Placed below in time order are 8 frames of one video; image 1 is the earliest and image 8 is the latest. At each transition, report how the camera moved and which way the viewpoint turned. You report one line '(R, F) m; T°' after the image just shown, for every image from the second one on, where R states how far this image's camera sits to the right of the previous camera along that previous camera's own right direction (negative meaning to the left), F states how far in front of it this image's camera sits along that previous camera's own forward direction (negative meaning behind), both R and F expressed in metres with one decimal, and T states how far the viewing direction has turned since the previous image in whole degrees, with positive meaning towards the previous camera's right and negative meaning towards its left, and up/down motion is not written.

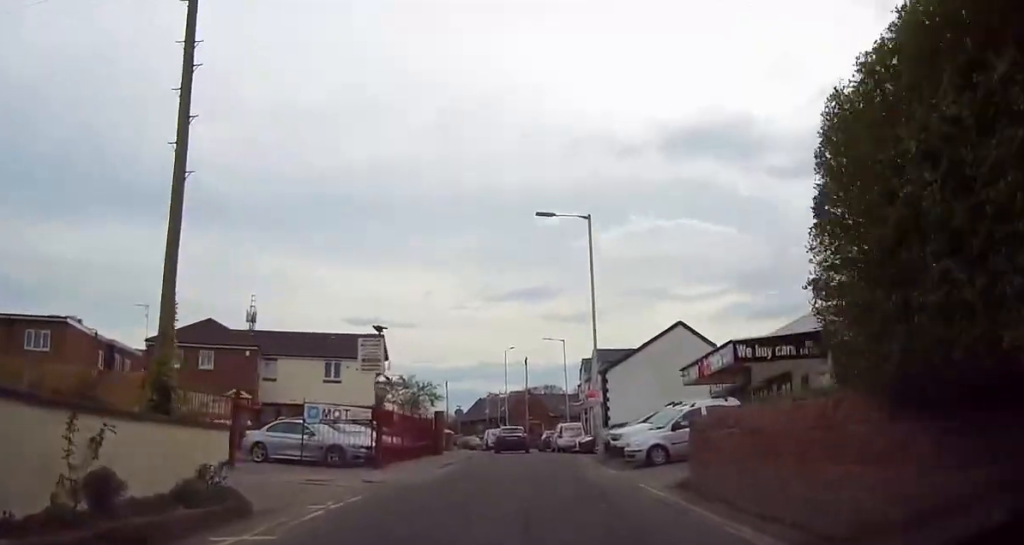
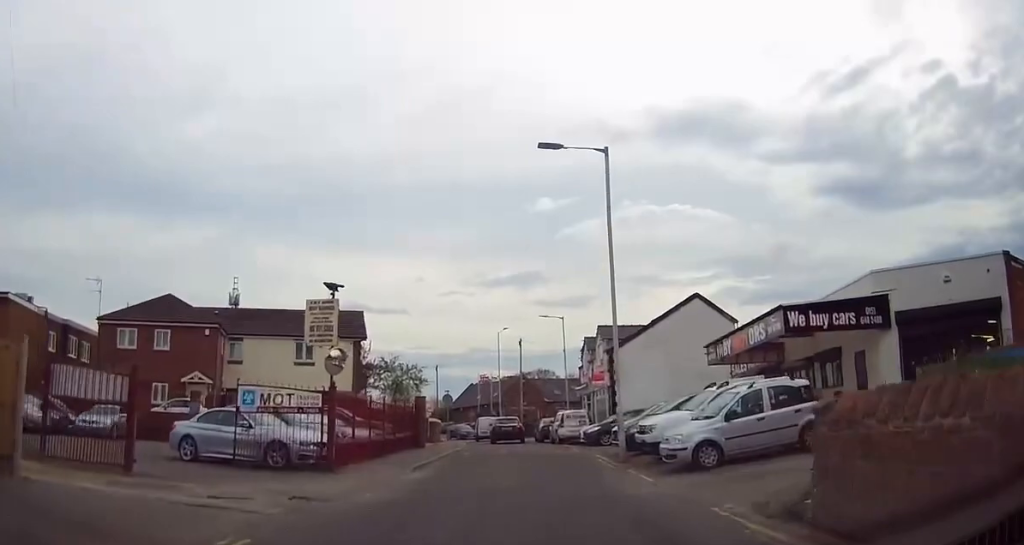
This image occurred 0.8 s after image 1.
(0.0, +4.7) m; 0°
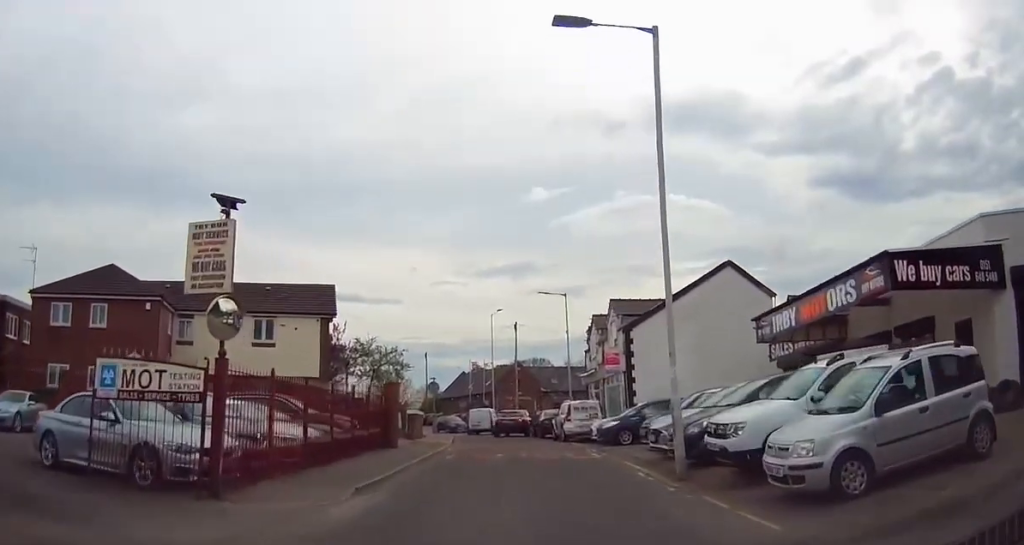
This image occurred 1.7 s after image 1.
(0.0, +5.8) m; 0°
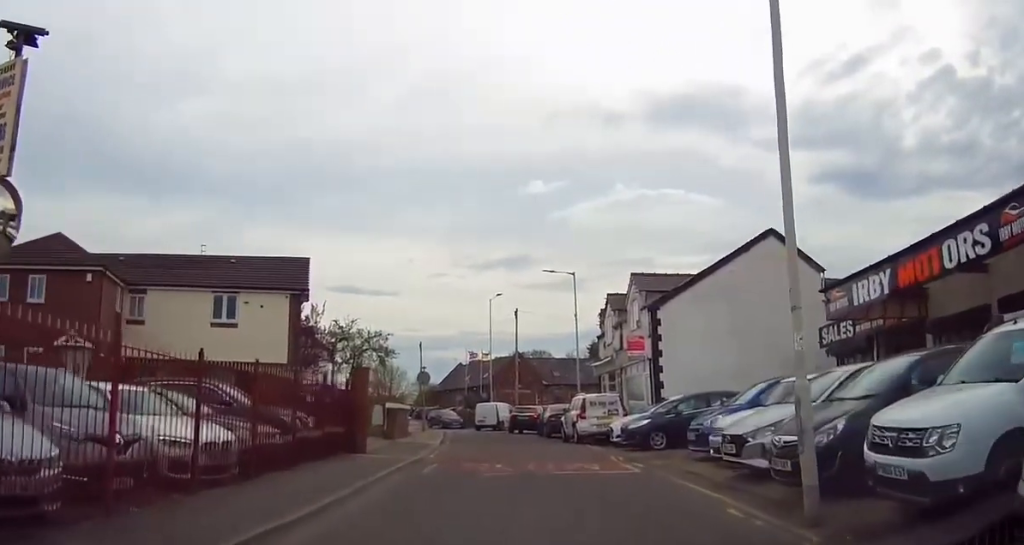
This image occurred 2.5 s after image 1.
(0.0, +4.8) m; 0°
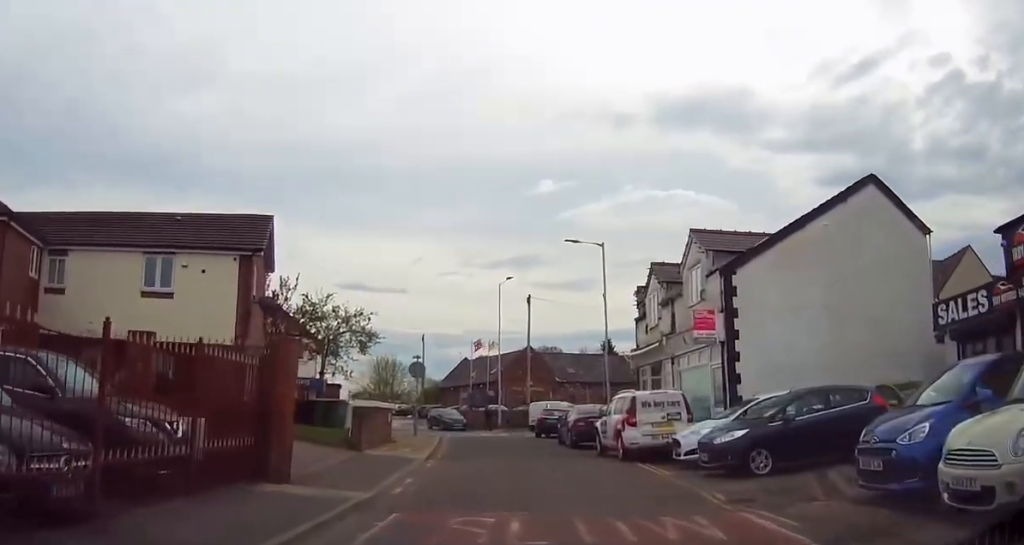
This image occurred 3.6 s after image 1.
(0.0, +6.6) m; +1°
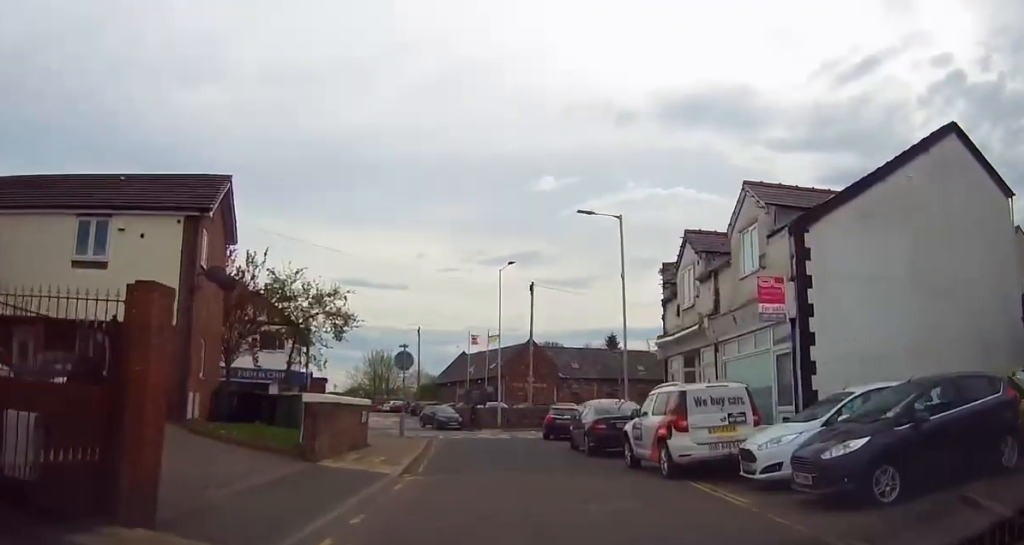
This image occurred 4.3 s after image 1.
(0.0, +3.9) m; +1°
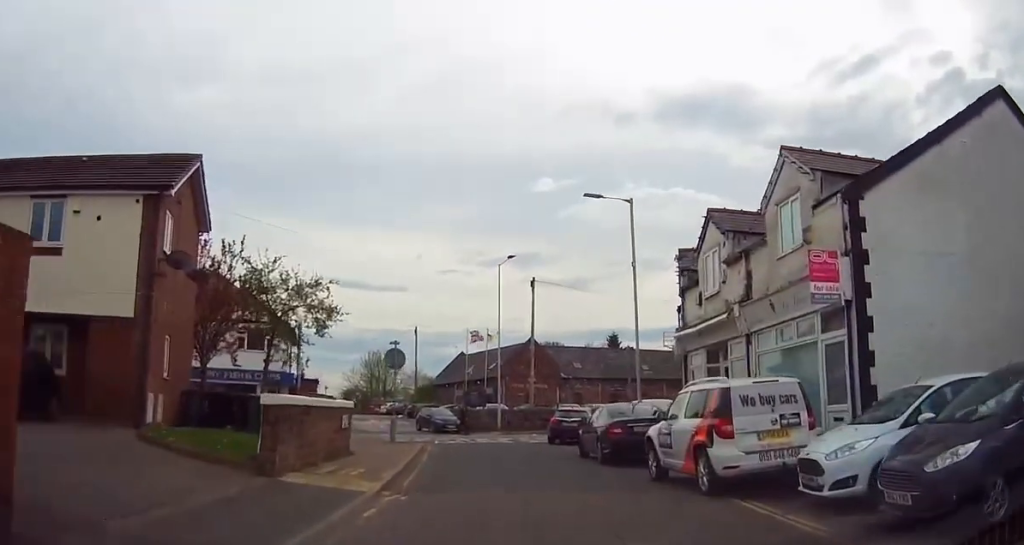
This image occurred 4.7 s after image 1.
(0.0, +2.2) m; 0°
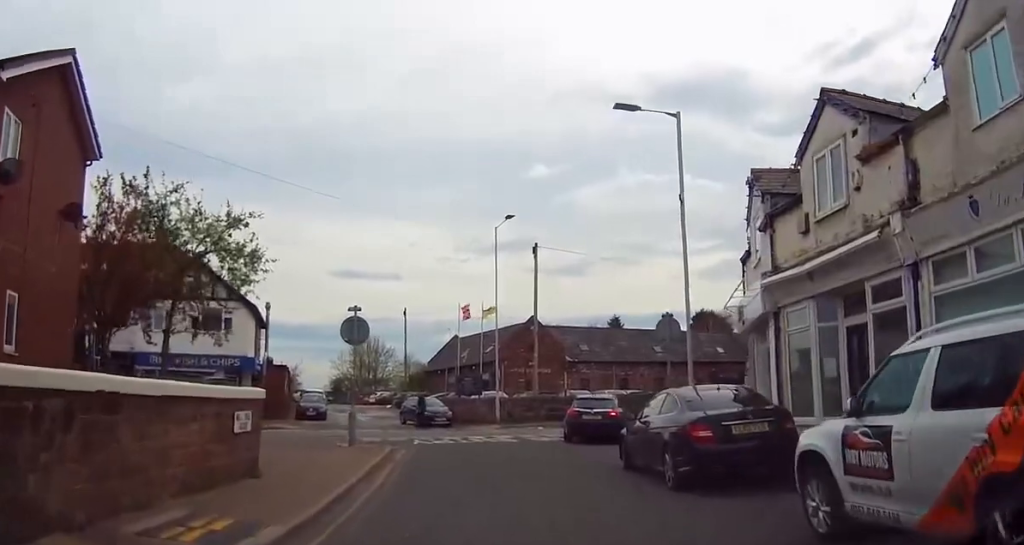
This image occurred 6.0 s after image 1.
(0.0, +6.0) m; 0°
